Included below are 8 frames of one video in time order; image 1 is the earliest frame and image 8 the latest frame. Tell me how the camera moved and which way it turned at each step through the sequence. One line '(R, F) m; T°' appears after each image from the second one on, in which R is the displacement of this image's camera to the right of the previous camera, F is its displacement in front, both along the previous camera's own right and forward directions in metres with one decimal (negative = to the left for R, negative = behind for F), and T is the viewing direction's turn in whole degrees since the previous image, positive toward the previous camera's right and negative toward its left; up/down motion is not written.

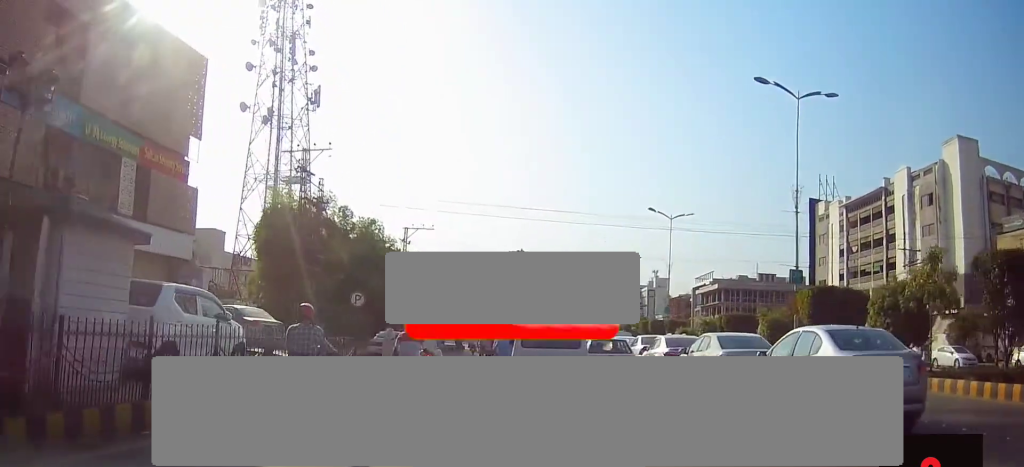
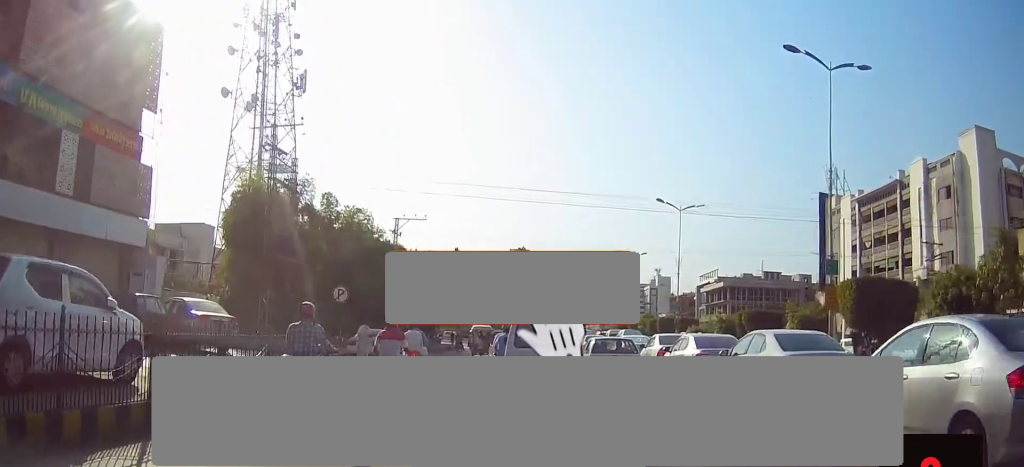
(+0.2, +3.4) m; -1°
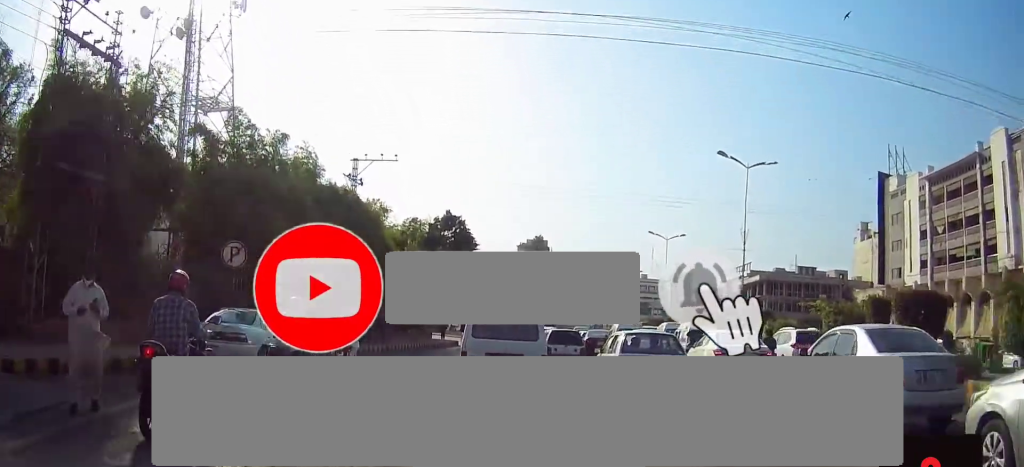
(-0.4, +13.3) m; +4°
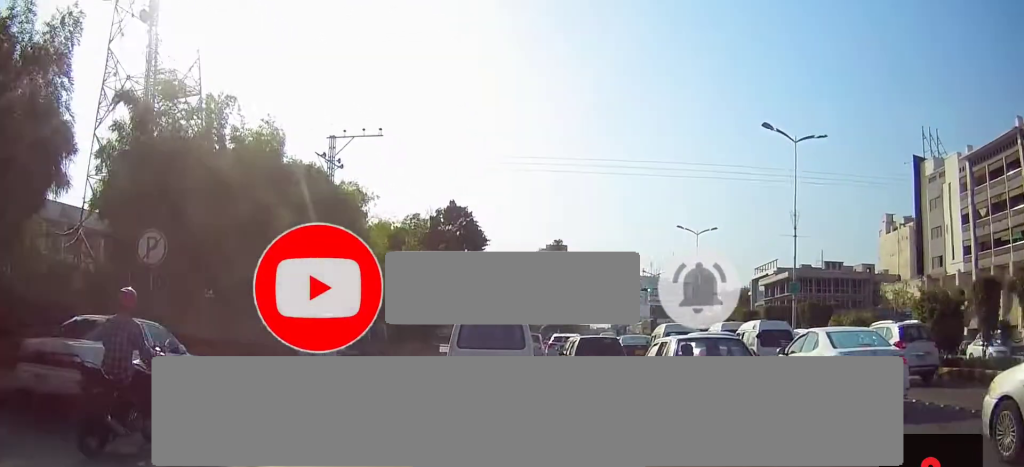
(+0.3, +5.9) m; -4°
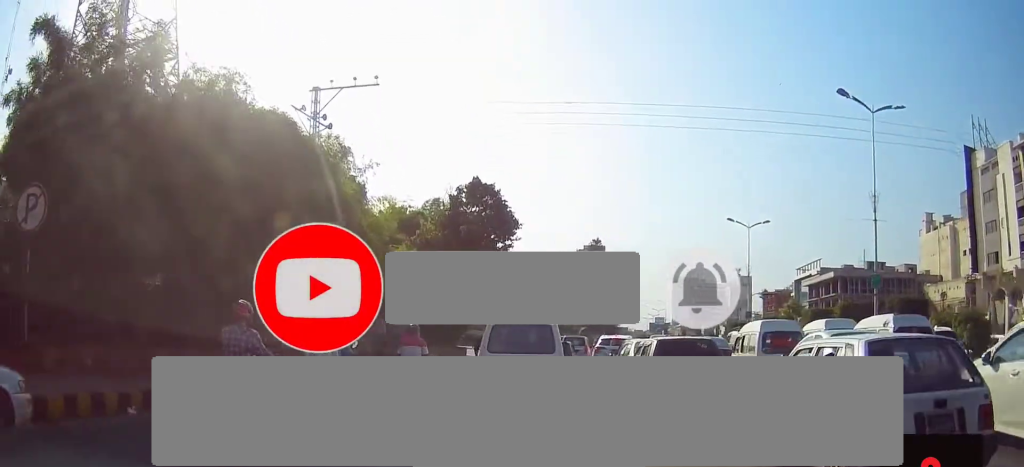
(-0.7, +5.7) m; -7°
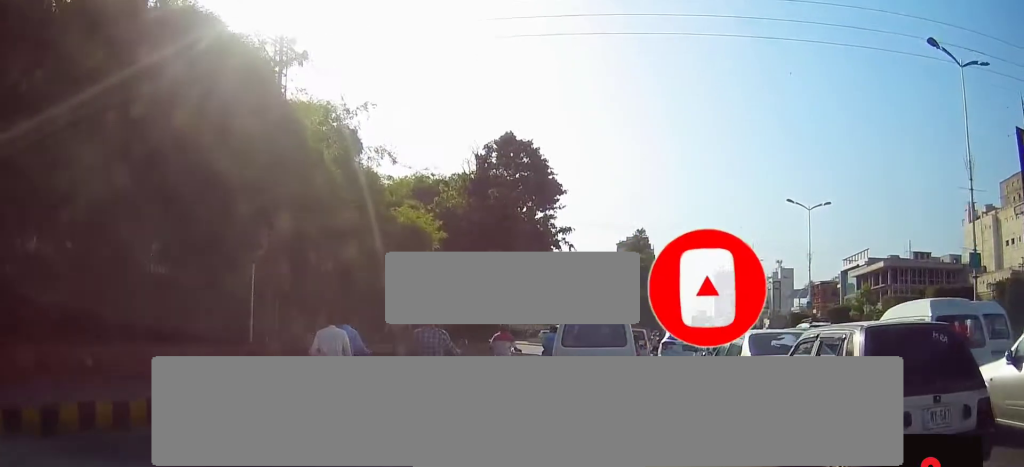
(+0.3, +5.6) m; 0°
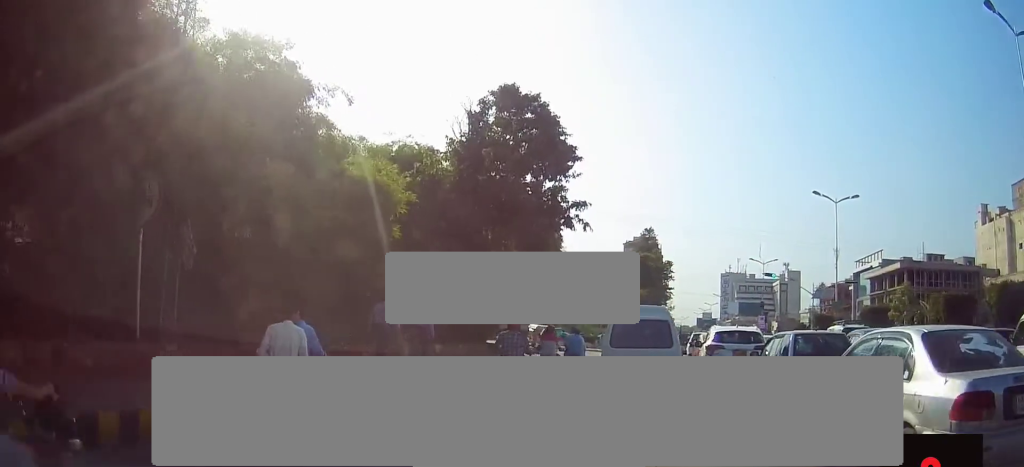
(-0.4, +4.4) m; -5°
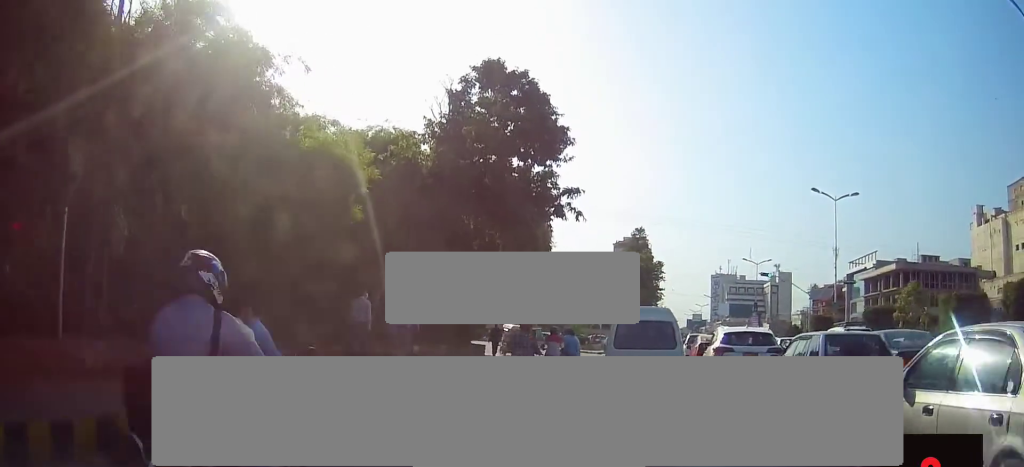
(0.0, +1.7) m; +1°
